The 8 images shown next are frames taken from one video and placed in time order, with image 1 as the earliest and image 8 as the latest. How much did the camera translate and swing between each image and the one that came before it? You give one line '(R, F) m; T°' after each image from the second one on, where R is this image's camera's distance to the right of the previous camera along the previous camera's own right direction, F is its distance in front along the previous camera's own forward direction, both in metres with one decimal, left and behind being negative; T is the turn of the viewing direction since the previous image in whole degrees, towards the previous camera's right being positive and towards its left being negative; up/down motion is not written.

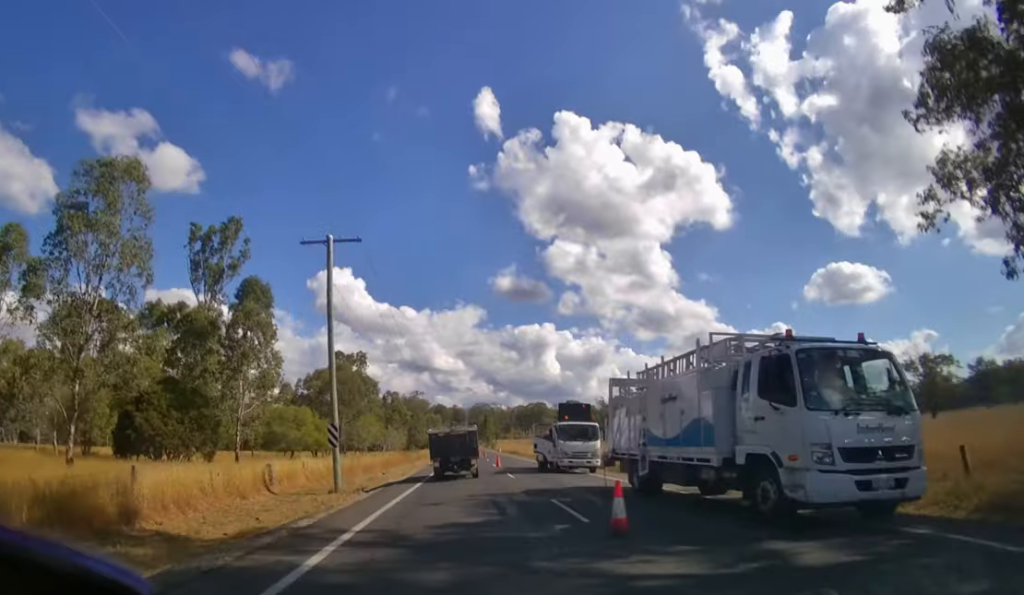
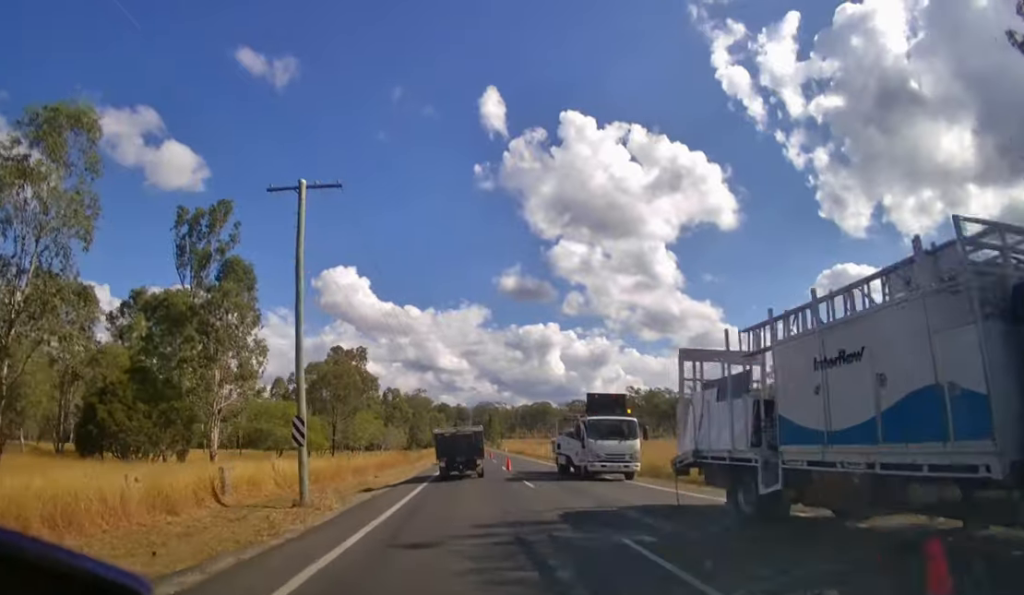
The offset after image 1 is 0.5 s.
(0.0, +5.3) m; 0°
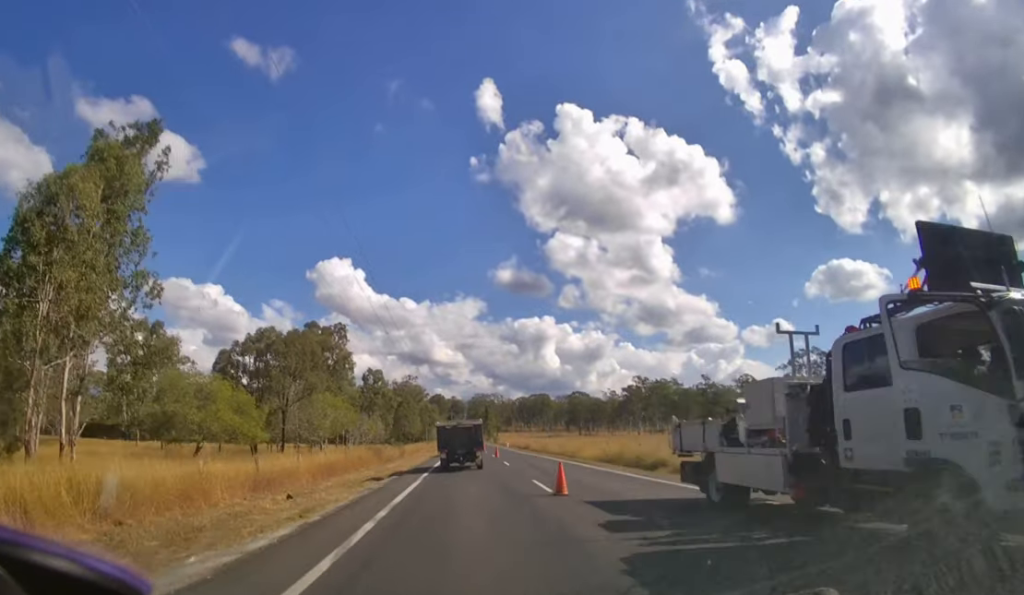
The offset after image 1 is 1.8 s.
(-0.1, +16.5) m; 0°
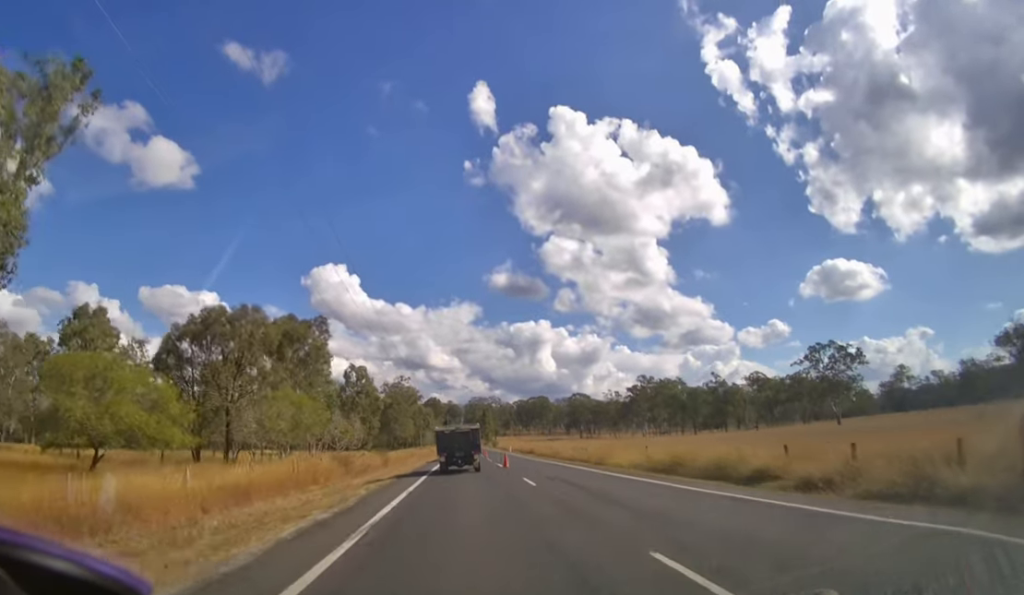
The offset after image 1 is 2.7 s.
(0.0, +11.2) m; 0°
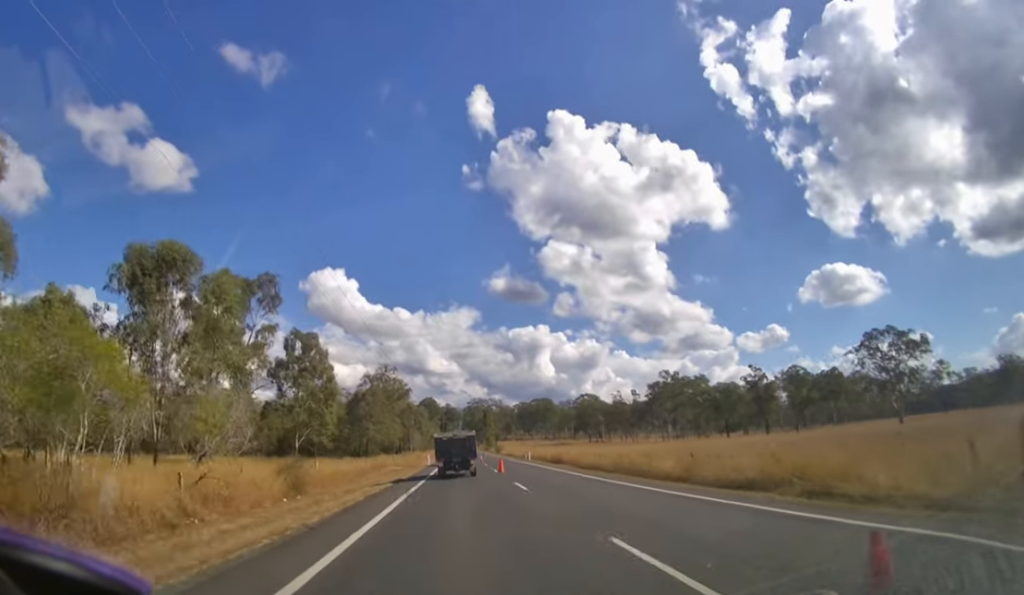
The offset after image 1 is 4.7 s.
(+0.2, +23.7) m; 0°
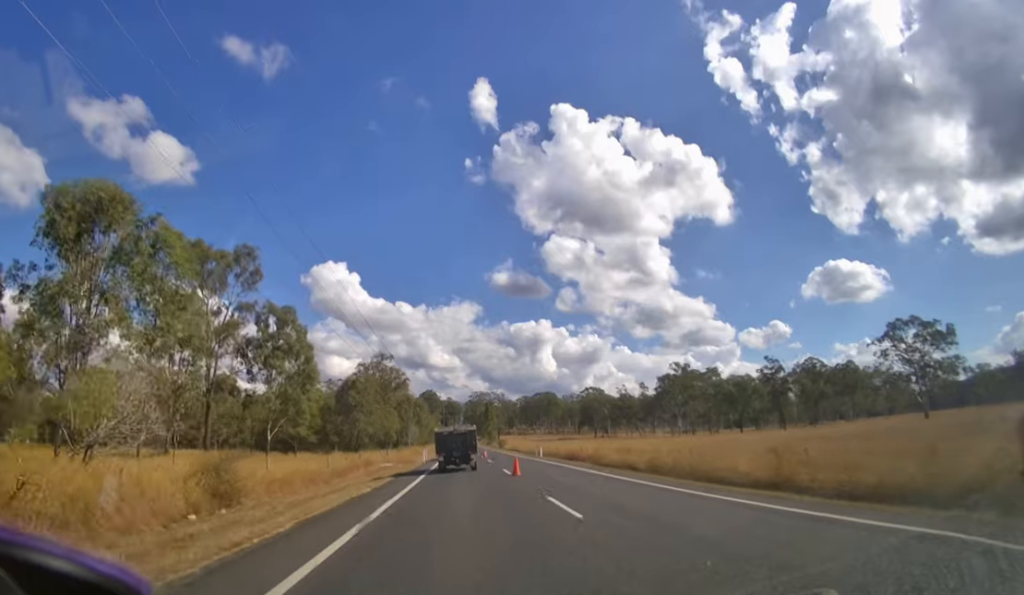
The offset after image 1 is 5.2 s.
(0.0, +6.3) m; 0°
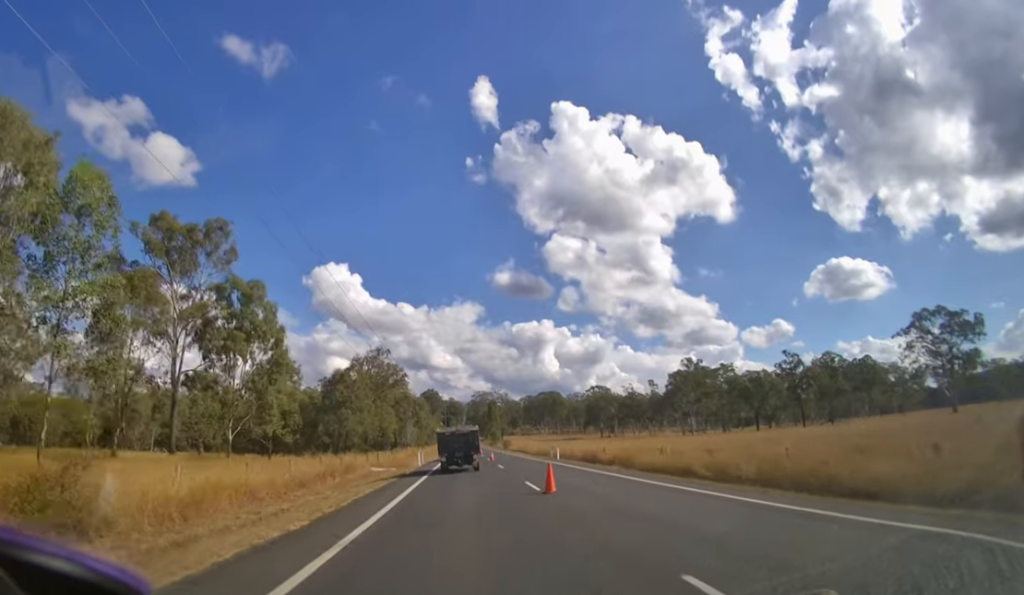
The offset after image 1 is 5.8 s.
(0.0, +6.5) m; 0°
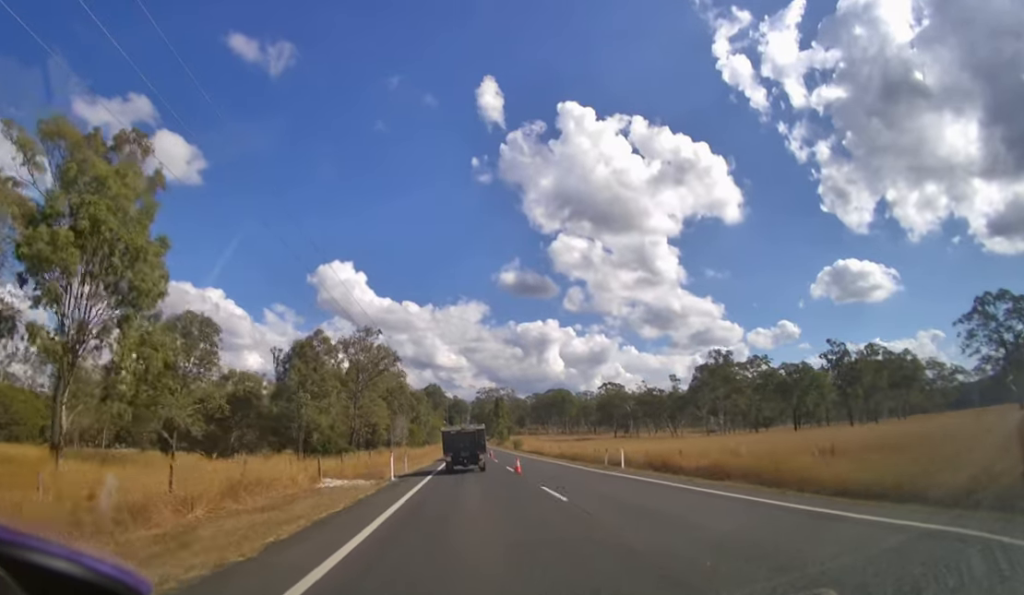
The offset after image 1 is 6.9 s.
(0.0, +12.4) m; 0°
